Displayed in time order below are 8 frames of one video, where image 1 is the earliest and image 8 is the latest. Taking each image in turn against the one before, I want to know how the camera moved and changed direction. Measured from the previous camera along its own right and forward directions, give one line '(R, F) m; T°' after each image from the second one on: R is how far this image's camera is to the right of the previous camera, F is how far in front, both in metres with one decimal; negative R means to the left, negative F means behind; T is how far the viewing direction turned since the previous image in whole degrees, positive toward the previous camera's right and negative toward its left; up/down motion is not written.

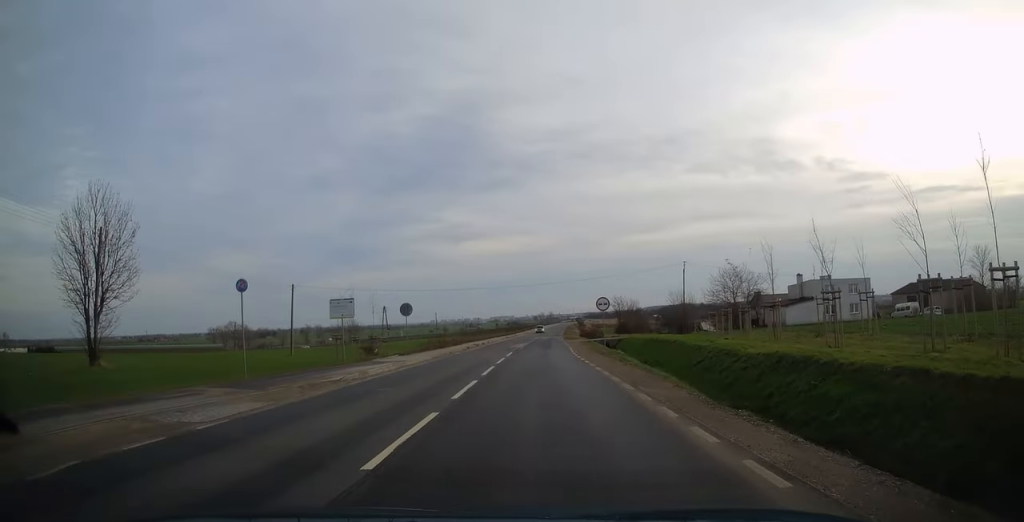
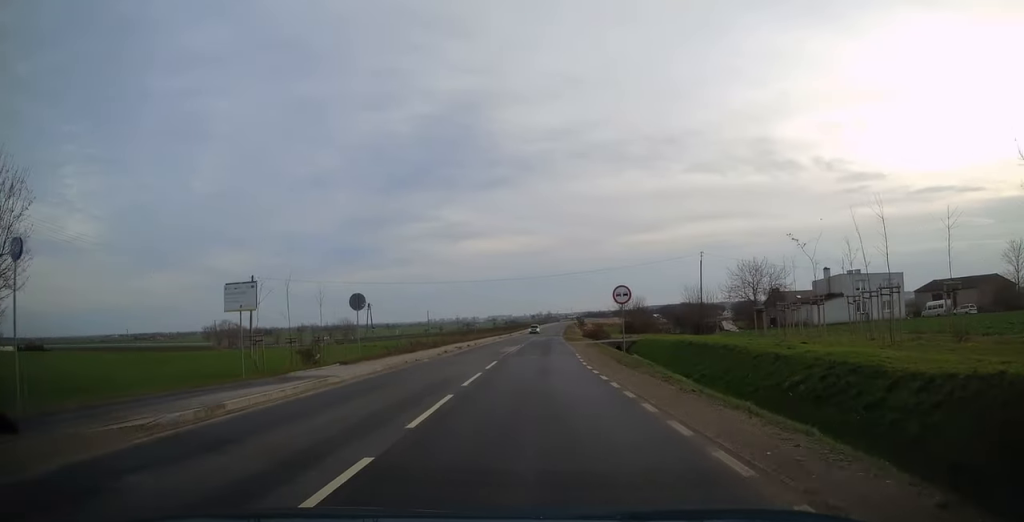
(+0.2, +9.5) m; 0°
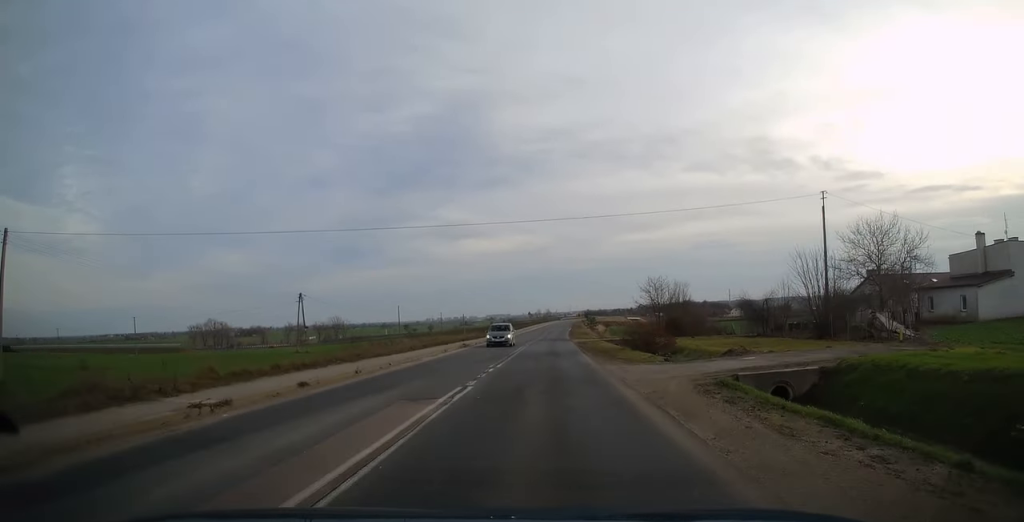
(-0.2, +31.7) m; -1°
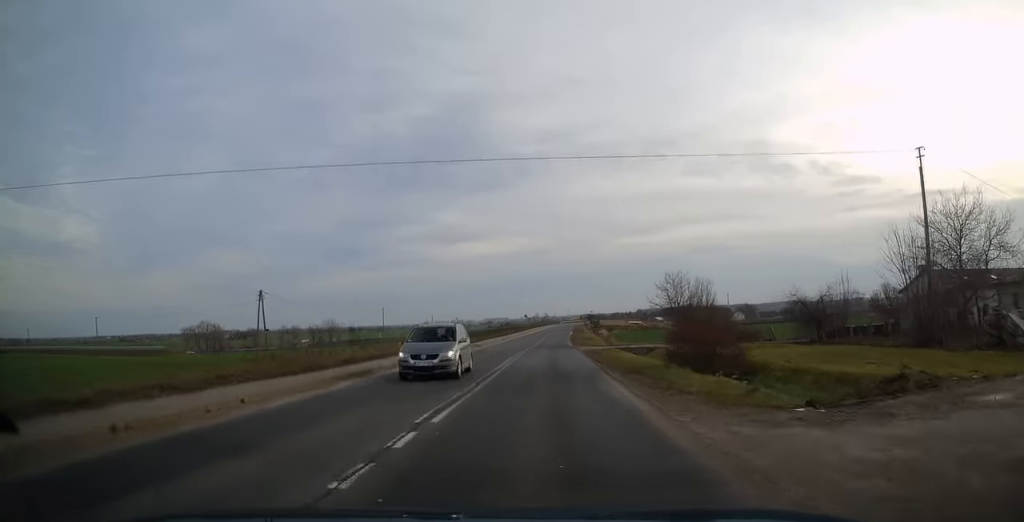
(0.0, +11.5) m; +1°
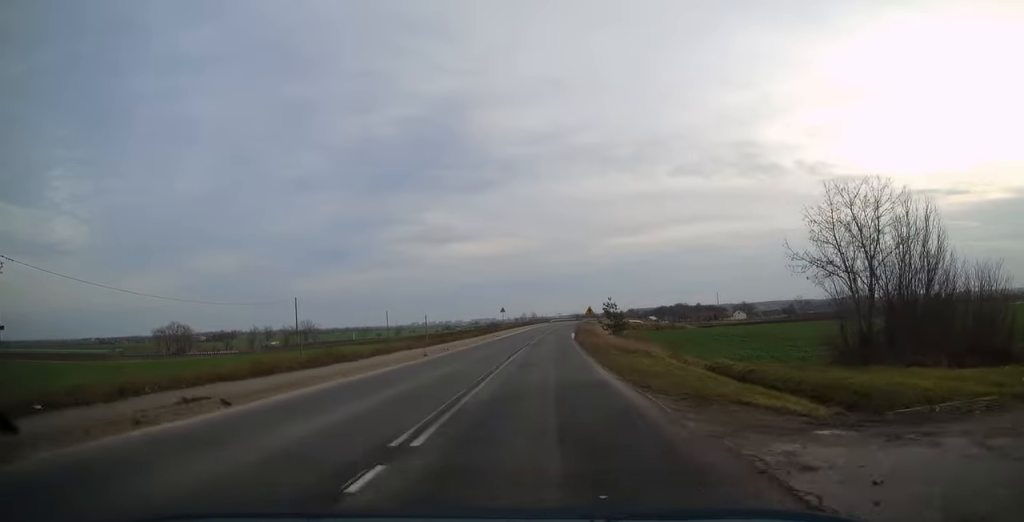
(+0.3, +38.9) m; 0°
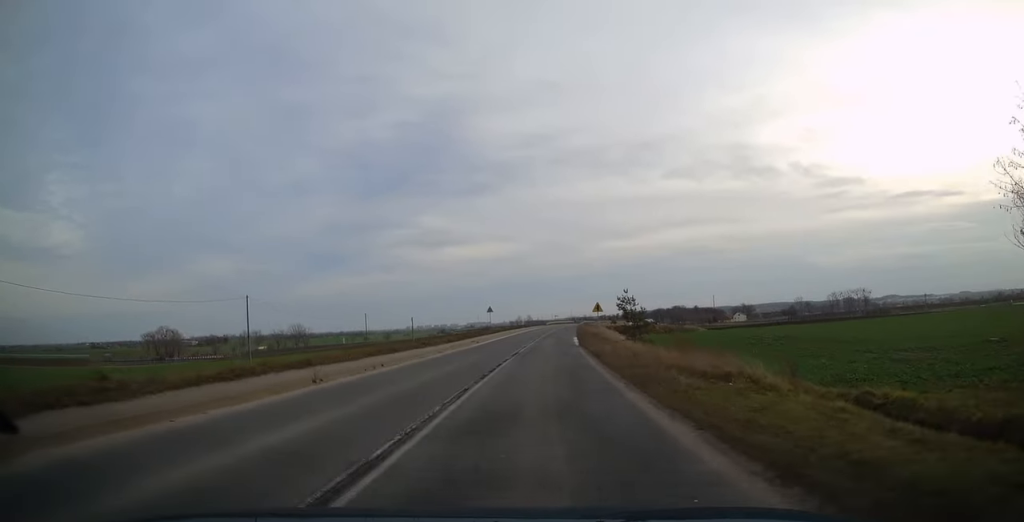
(0.0, +13.4) m; 0°
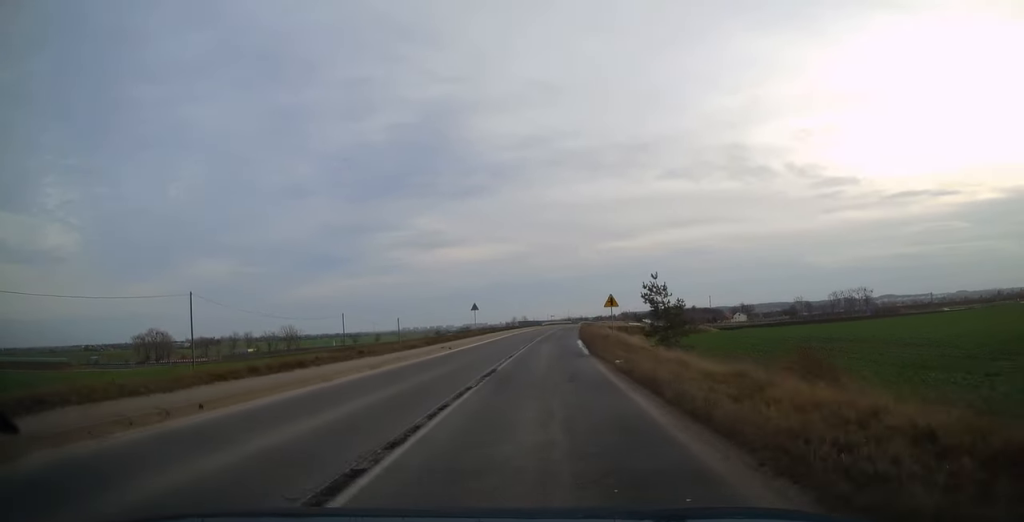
(+0.2, +11.8) m; +1°
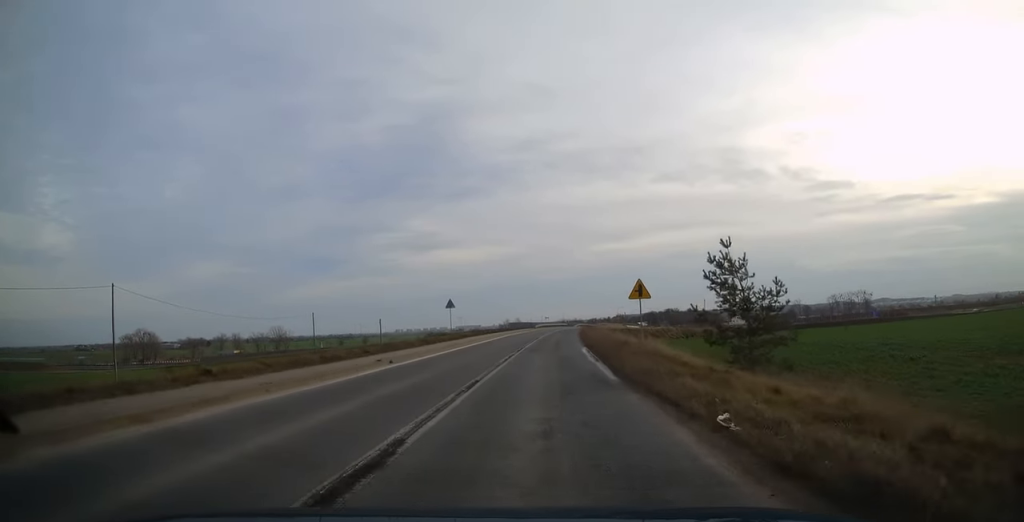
(0.0, +12.1) m; 0°
